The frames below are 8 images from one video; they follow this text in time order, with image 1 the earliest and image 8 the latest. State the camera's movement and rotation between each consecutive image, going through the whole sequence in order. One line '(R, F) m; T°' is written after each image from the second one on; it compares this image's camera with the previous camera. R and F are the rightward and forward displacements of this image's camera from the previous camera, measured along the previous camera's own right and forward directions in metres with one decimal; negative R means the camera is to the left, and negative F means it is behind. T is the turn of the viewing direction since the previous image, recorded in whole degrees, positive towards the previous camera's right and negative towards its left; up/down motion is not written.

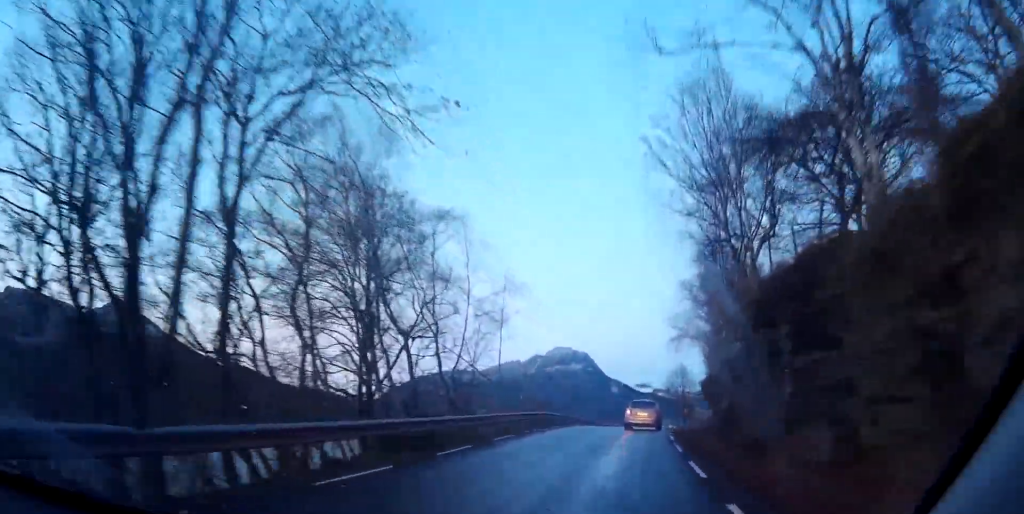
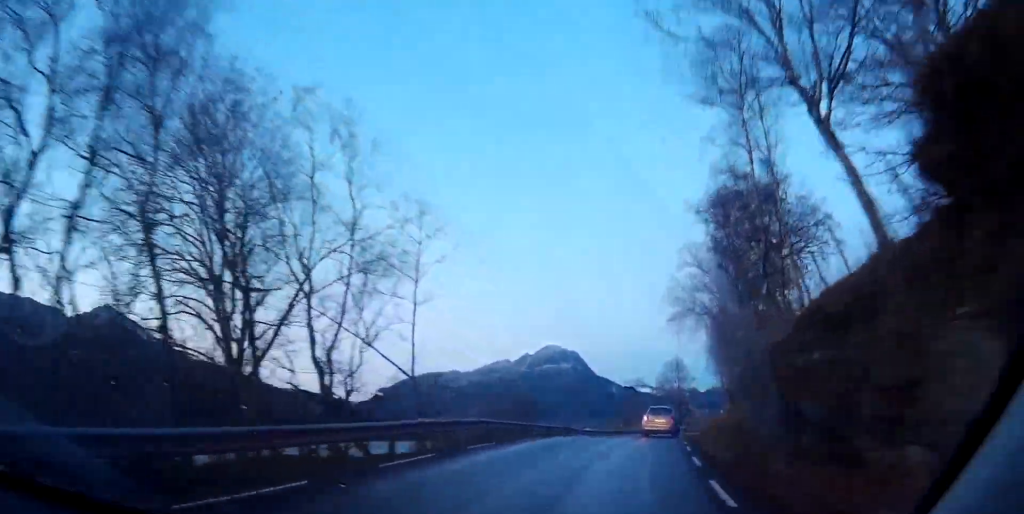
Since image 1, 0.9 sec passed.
(0.0, +15.3) m; +1°
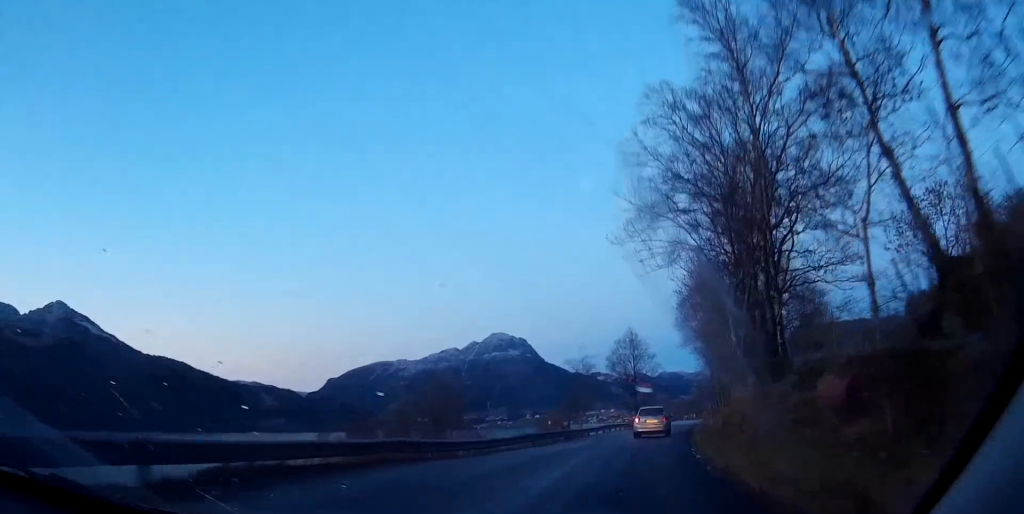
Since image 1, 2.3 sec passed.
(+1.0, +24.5) m; +6°
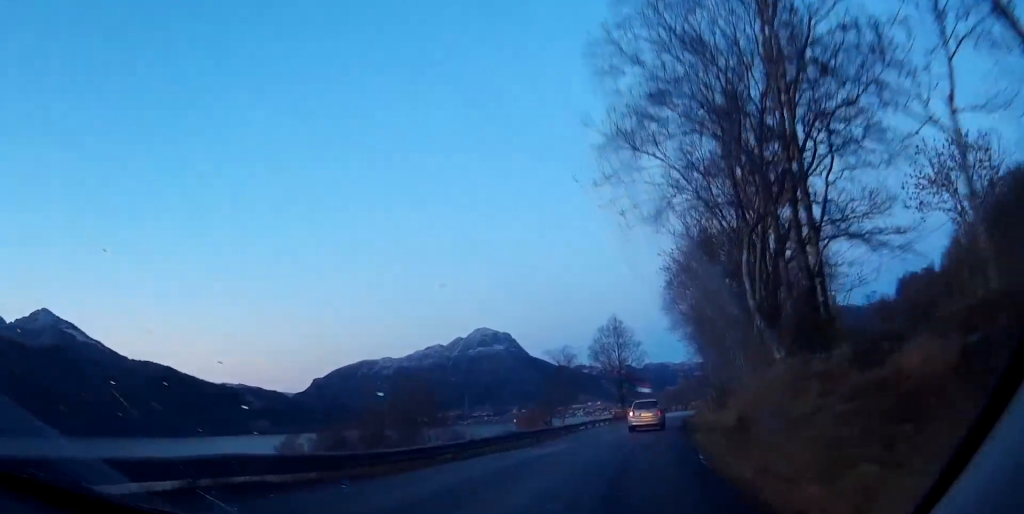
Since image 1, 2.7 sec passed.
(0.0, +7.1) m; +2°
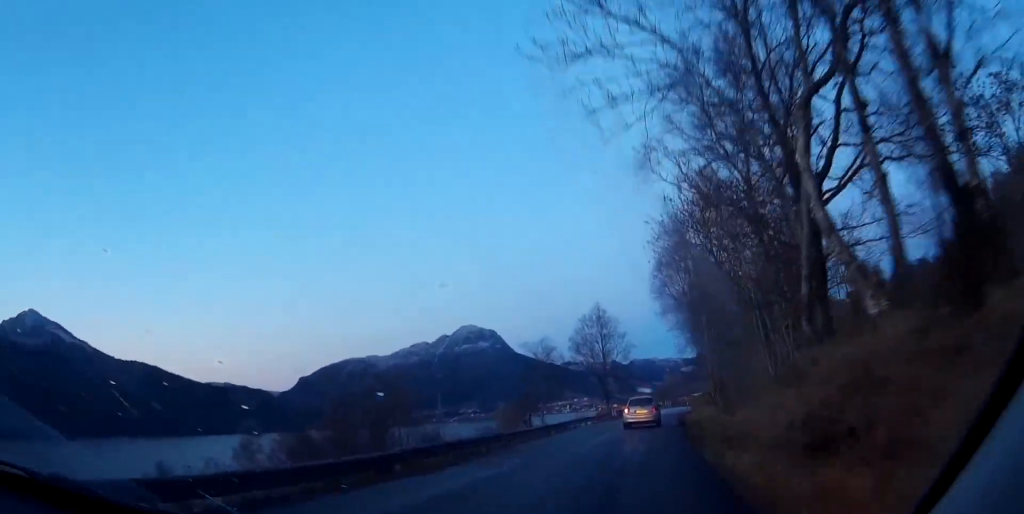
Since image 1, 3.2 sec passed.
(+0.3, +9.0) m; +1°
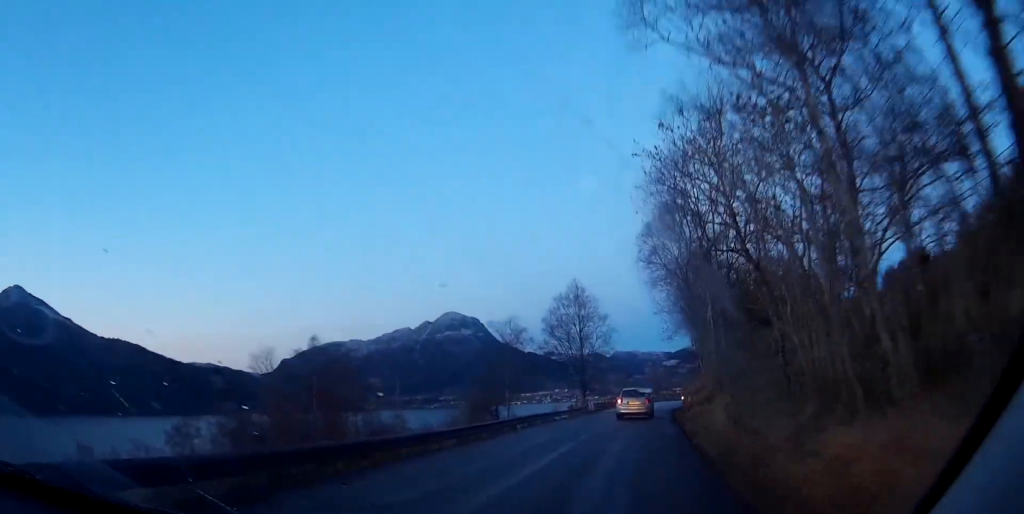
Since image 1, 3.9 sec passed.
(+0.2, +12.0) m; +1°
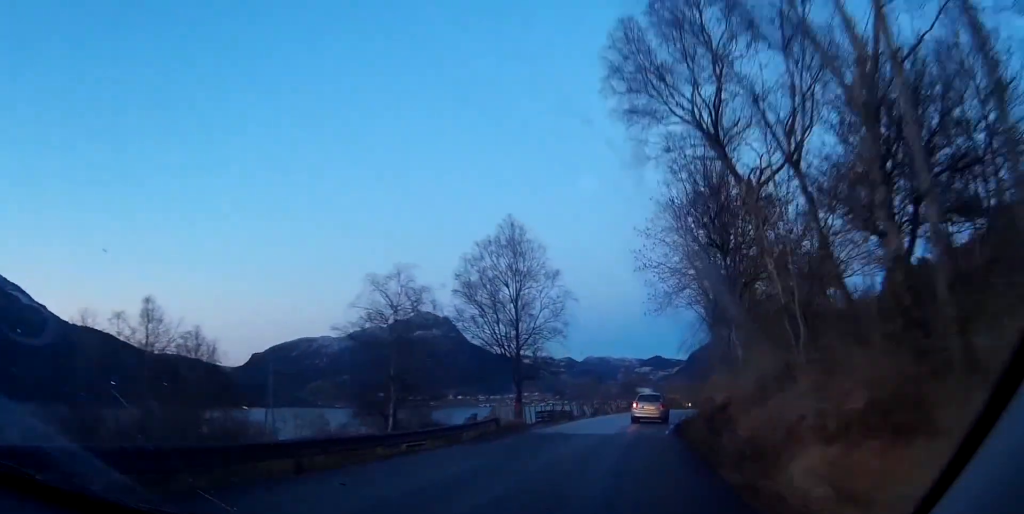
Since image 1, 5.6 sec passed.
(+0.2, +31.1) m; 0°
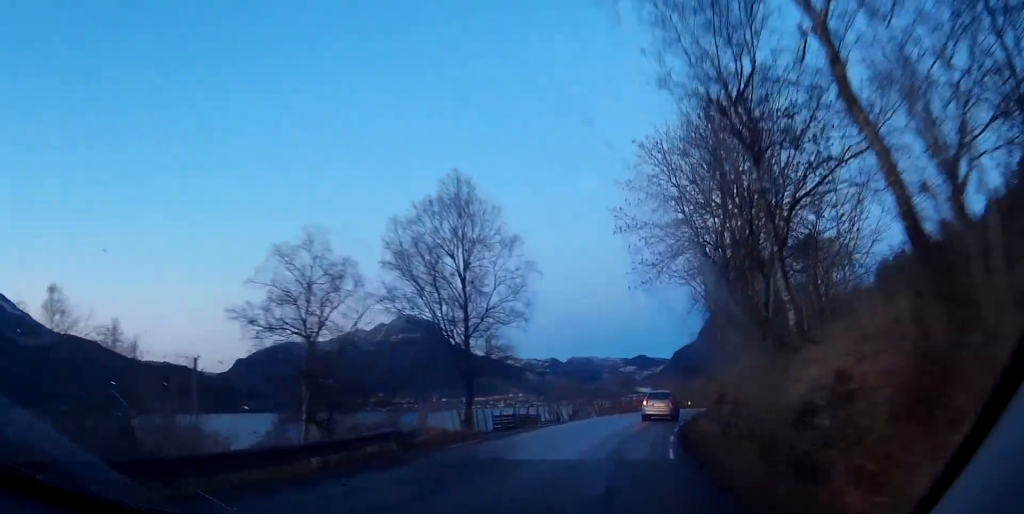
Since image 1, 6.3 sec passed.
(+0.1, +11.3) m; +1°
